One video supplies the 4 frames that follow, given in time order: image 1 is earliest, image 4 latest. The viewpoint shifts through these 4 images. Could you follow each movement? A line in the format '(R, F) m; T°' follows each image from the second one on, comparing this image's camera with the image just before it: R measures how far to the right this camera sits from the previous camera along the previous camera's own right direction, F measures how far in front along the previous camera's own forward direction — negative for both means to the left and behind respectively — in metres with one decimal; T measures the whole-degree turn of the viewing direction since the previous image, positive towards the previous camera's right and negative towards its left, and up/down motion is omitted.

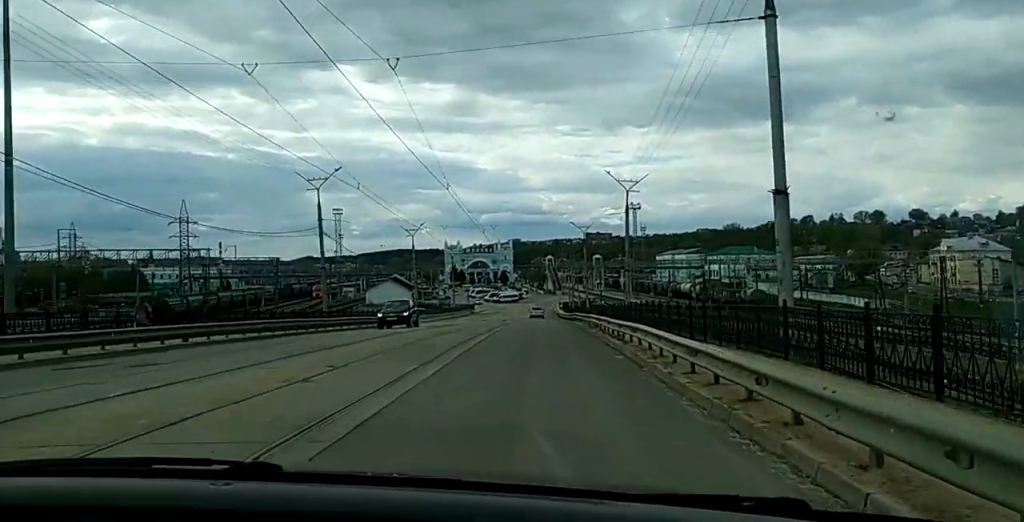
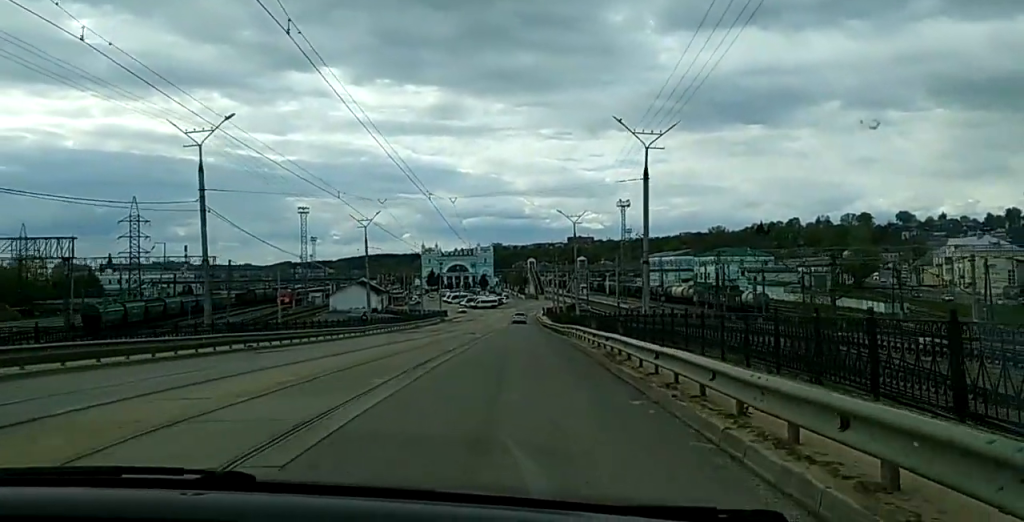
(-0.3, +20.3) m; -2°
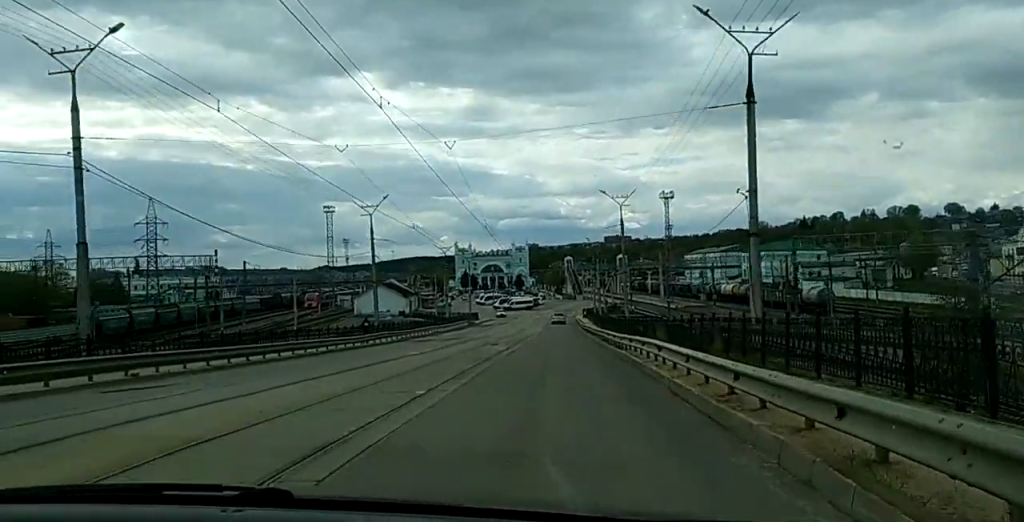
(-0.4, +16.8) m; -2°
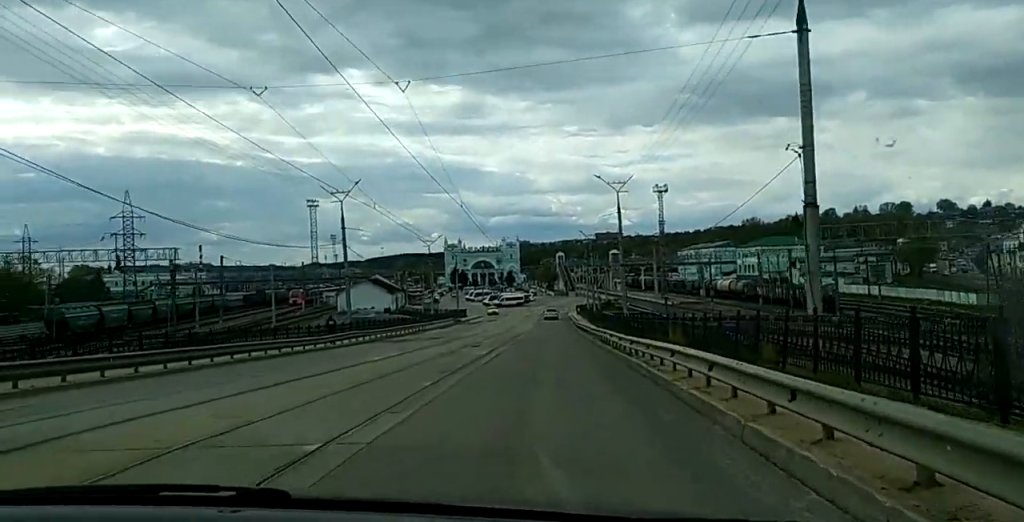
(-0.2, +7.7) m; 0°
